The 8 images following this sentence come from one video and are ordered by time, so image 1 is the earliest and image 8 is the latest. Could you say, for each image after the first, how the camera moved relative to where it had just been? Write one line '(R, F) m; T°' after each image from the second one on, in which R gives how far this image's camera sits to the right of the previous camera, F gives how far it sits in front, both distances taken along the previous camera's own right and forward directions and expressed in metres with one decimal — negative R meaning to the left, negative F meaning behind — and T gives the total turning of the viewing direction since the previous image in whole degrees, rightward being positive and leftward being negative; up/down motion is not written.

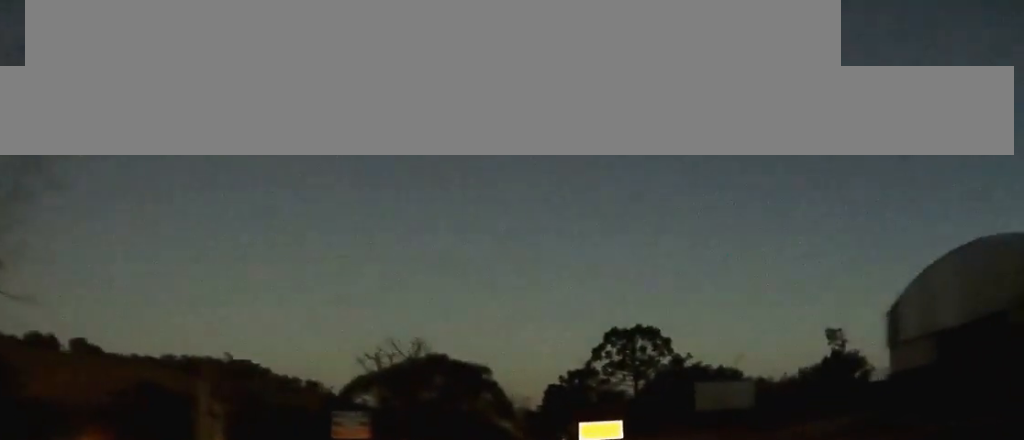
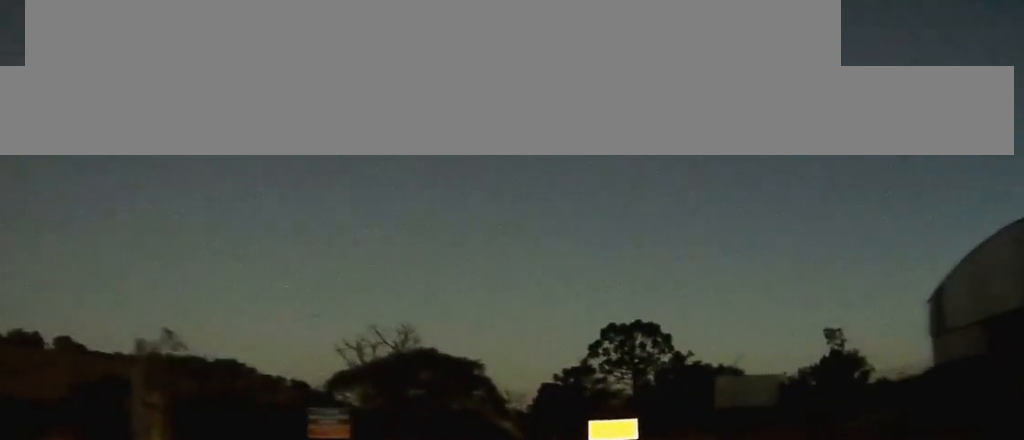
(0.0, +6.6) m; +1°
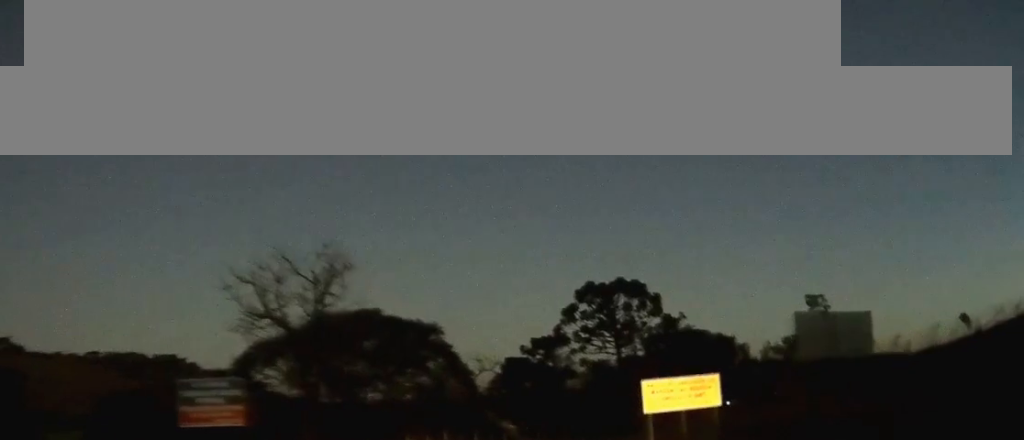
(+0.7, +19.0) m; +6°
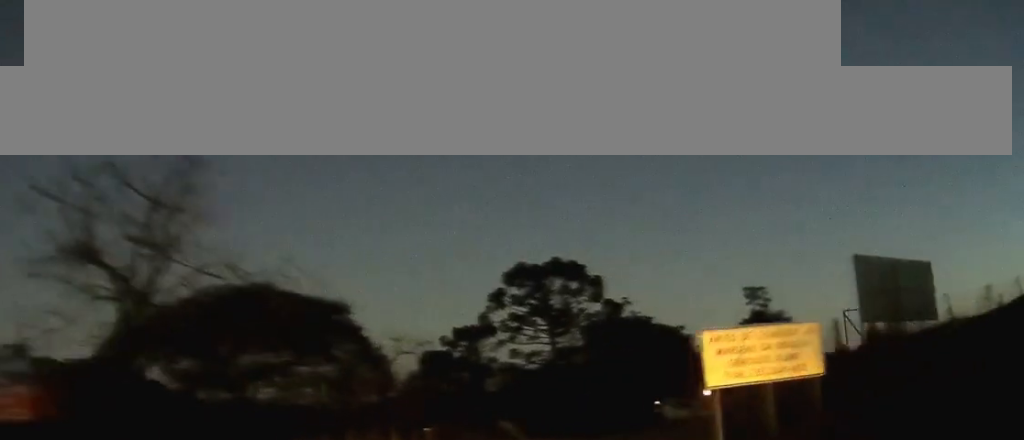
(+0.8, +12.4) m; +7°
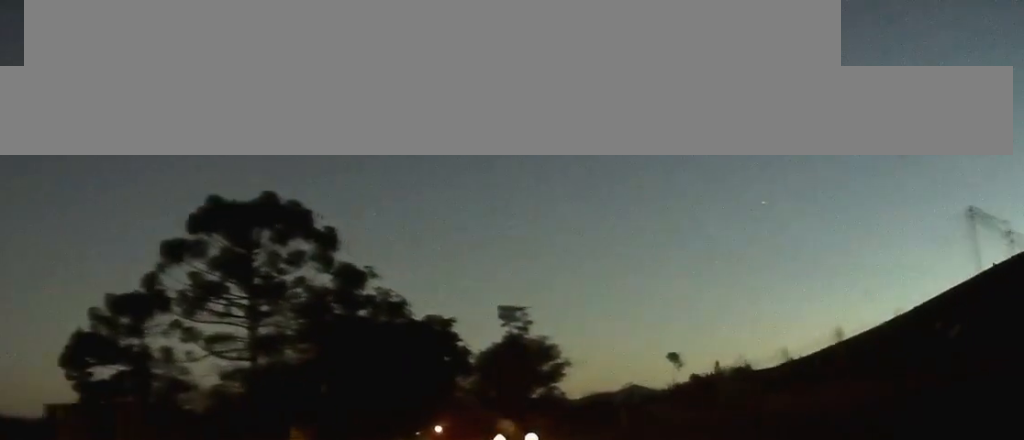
(+5.9, +32.9) m; +17°
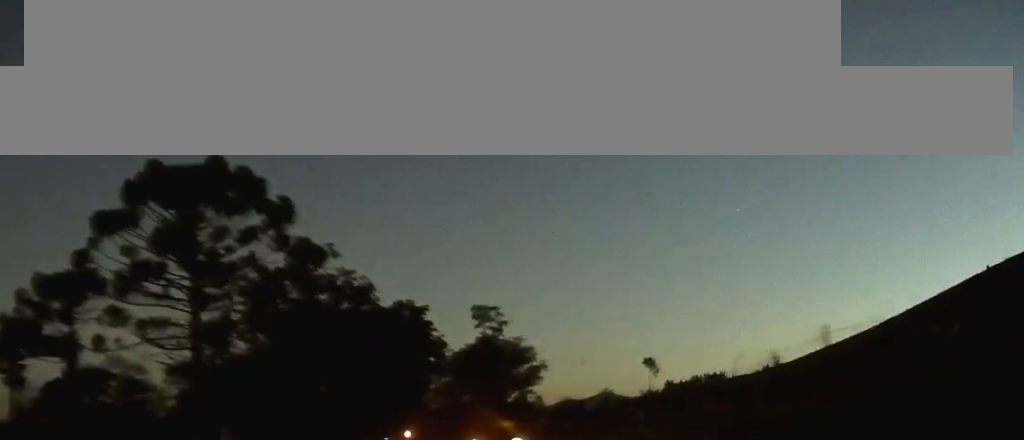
(+0.2, +8.8) m; +2°
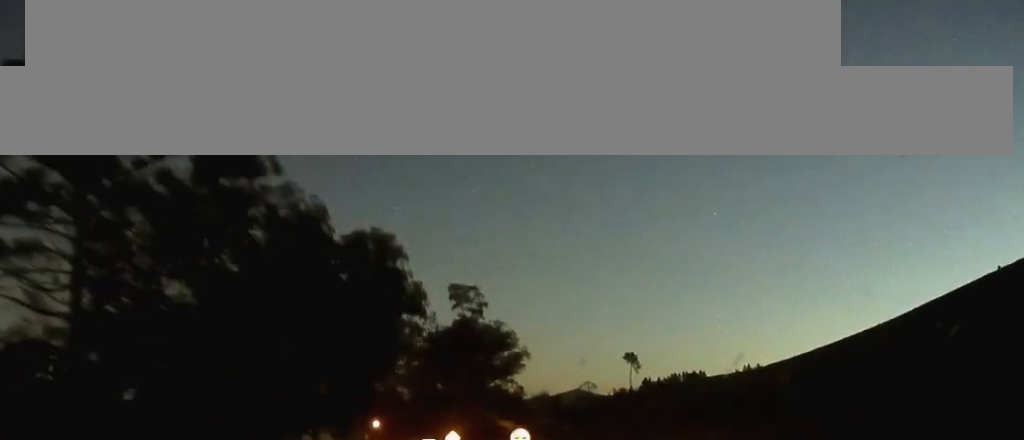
(+0.4, +15.8) m; +1°
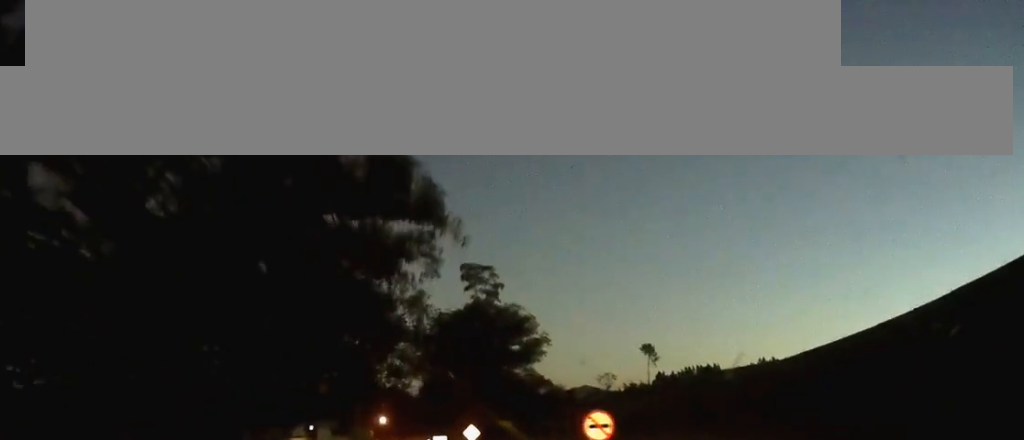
(0.0, +15.2) m; 0°
